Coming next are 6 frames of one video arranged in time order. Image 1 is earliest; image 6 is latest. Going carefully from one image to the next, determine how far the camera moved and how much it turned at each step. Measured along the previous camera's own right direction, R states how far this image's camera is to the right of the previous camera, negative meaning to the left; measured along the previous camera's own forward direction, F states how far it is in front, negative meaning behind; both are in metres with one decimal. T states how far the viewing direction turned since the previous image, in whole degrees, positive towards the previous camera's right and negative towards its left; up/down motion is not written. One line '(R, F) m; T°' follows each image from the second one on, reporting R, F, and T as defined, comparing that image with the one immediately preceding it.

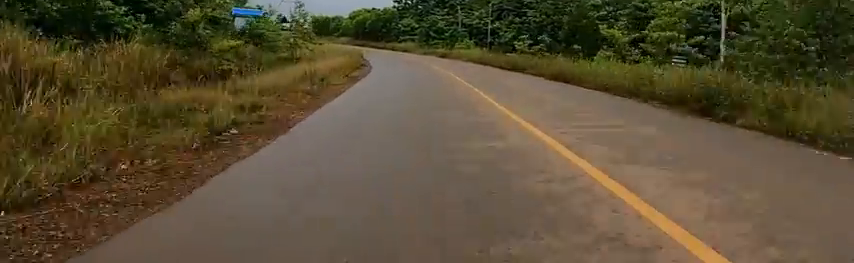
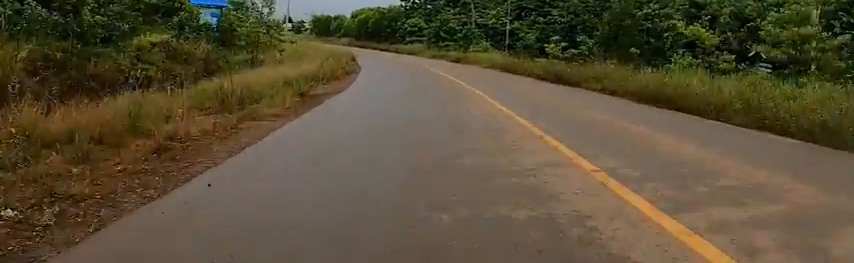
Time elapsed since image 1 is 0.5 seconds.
(0.0, +7.0) m; -1°
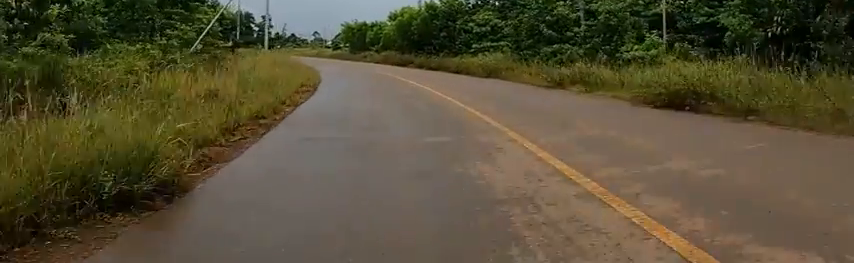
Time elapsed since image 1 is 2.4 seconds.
(-2.7, +23.9) m; -12°
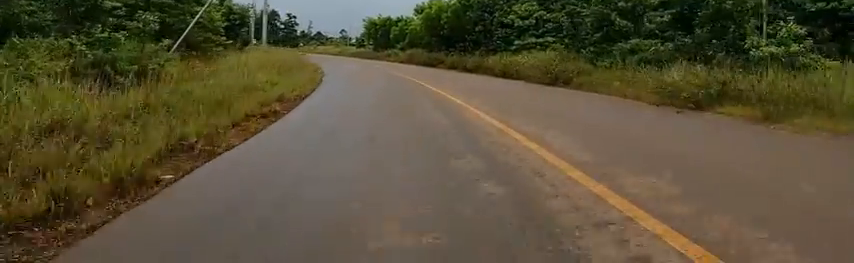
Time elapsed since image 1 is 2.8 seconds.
(-0.1, +5.7) m; -1°
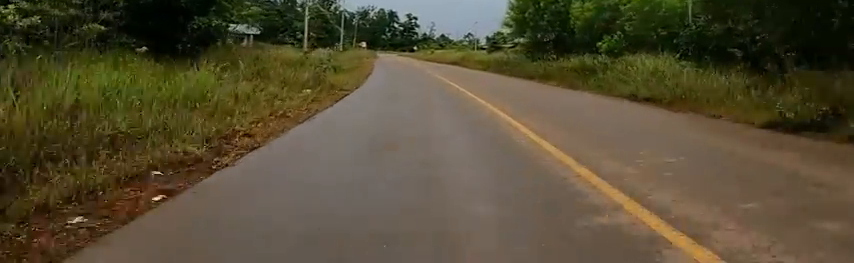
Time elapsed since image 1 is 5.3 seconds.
(-1.2, +32.8) m; -6°
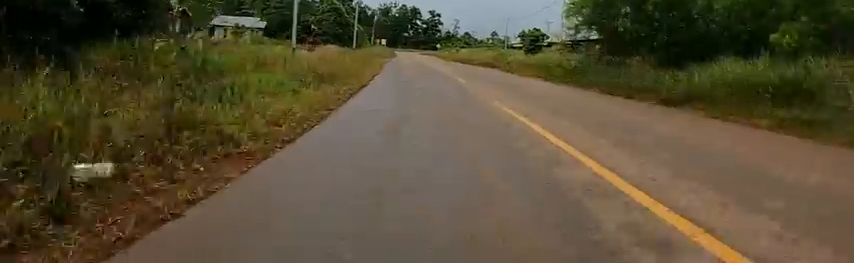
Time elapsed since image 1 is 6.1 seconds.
(-0.1, +10.7) m; -3°
